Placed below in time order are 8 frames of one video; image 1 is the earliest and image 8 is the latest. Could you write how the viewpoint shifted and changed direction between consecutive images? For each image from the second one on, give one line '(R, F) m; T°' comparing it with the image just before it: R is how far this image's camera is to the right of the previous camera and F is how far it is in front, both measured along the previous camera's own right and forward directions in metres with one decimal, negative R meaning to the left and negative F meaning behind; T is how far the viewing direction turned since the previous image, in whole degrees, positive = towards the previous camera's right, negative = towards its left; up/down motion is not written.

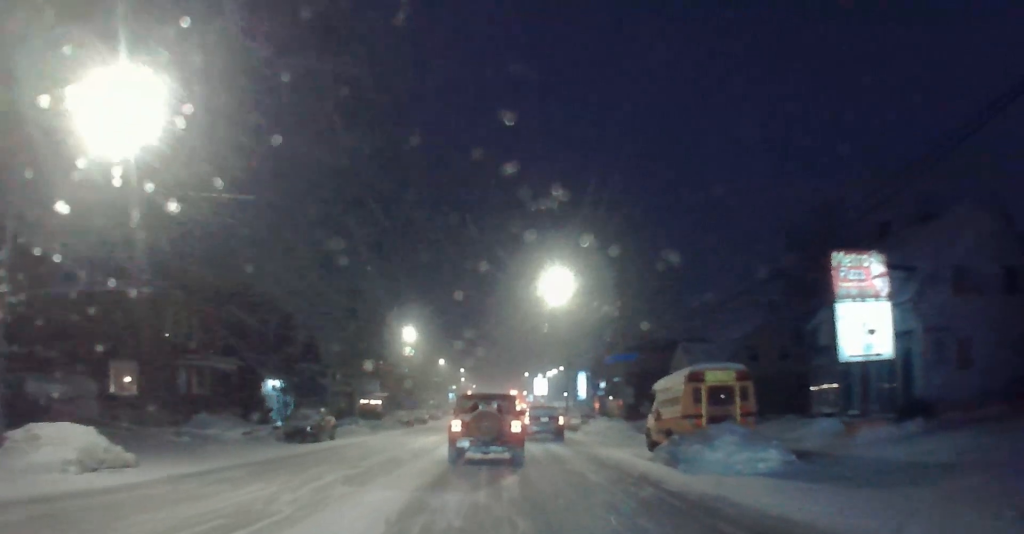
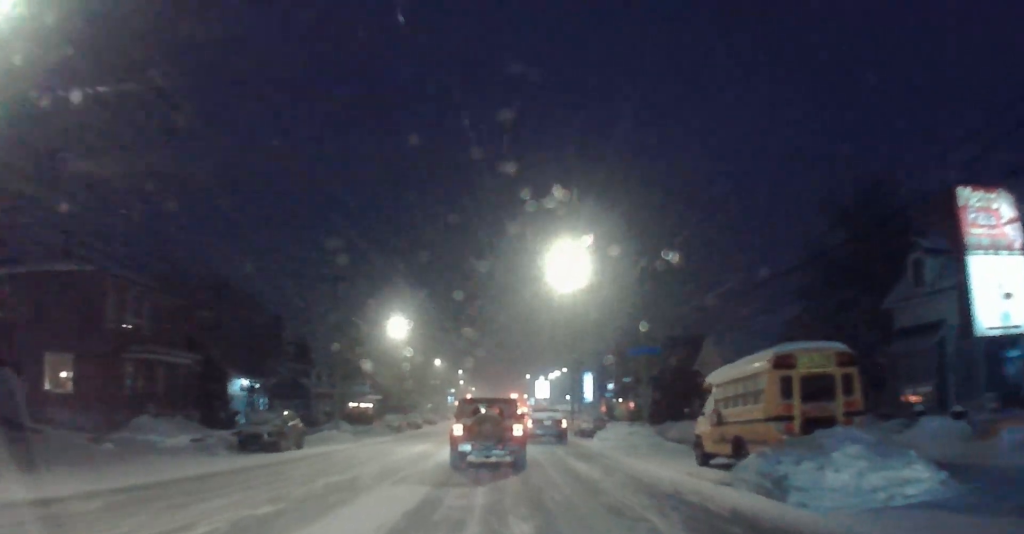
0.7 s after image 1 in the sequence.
(0.0, +6.0) m; 0°
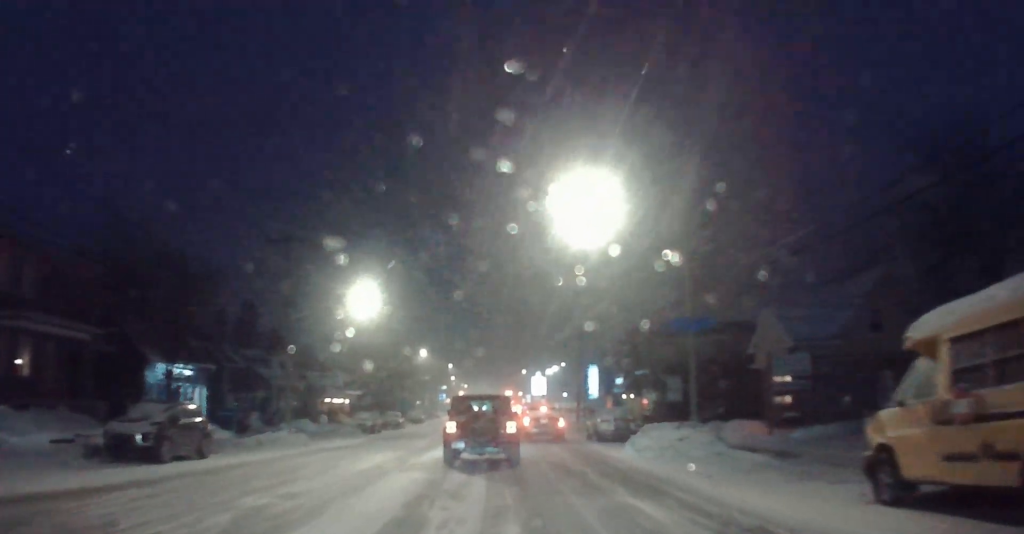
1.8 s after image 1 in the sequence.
(0.0, +9.3) m; -2°
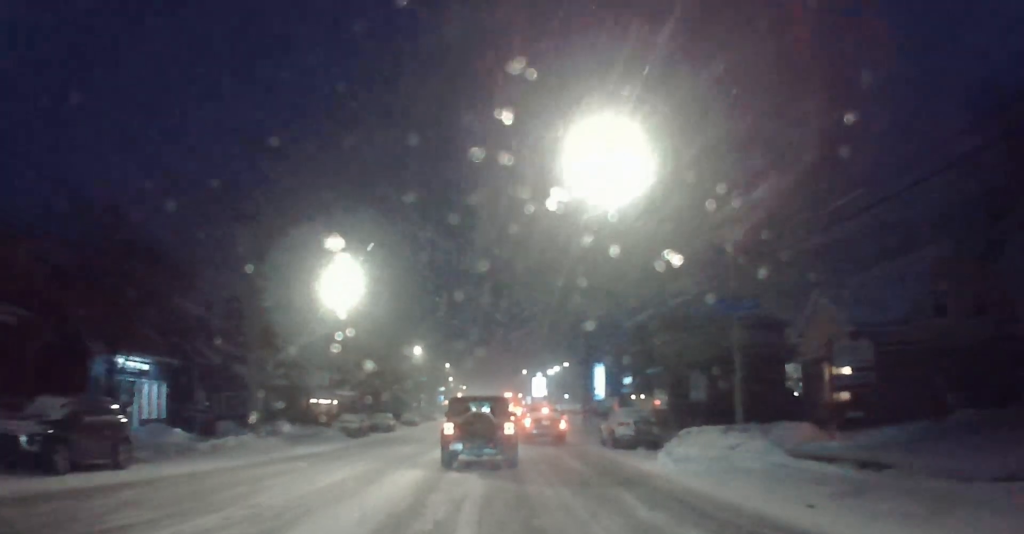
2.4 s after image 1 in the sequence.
(-0.2, +5.0) m; 0°
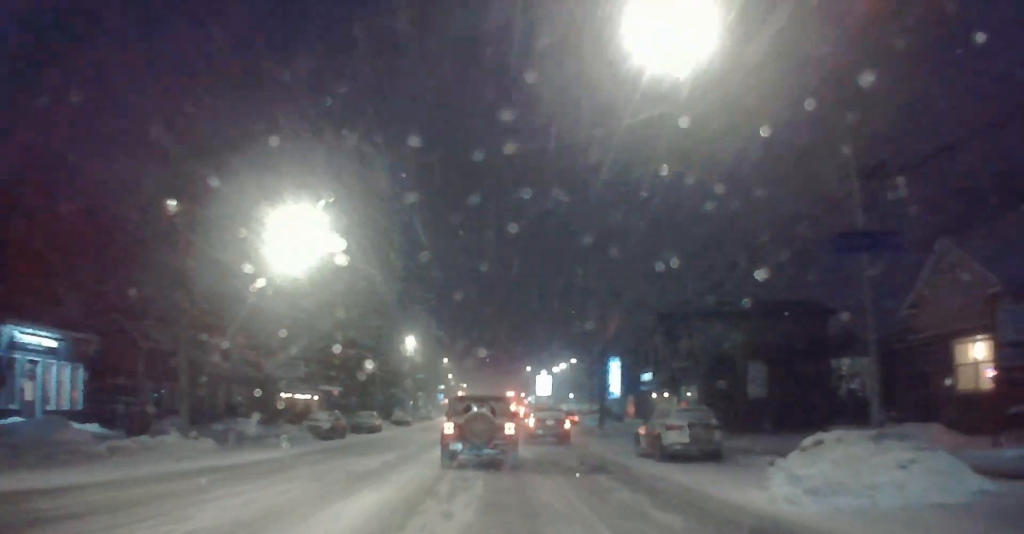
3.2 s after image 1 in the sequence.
(+0.1, +7.3) m; +1°
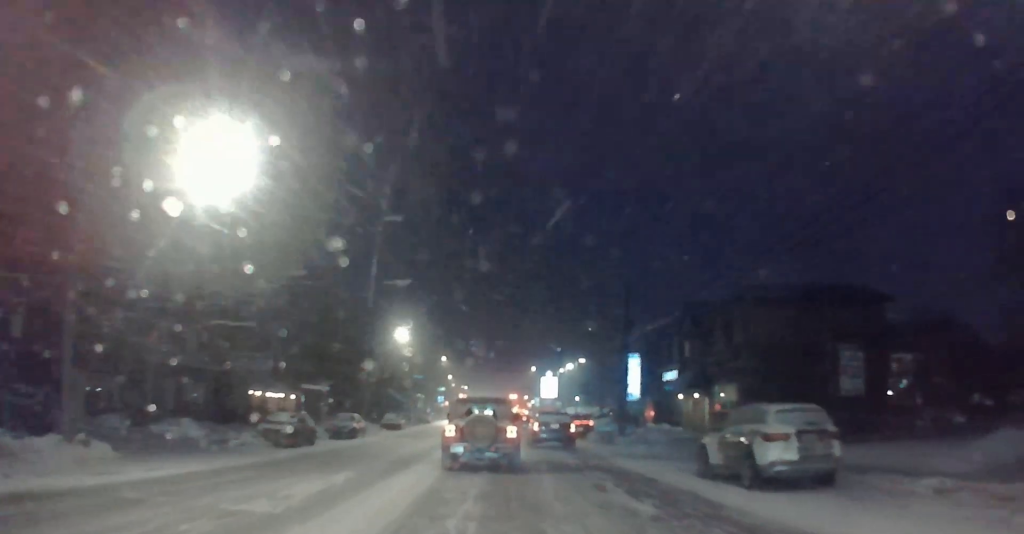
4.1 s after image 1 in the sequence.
(+0.1, +7.1) m; 0°
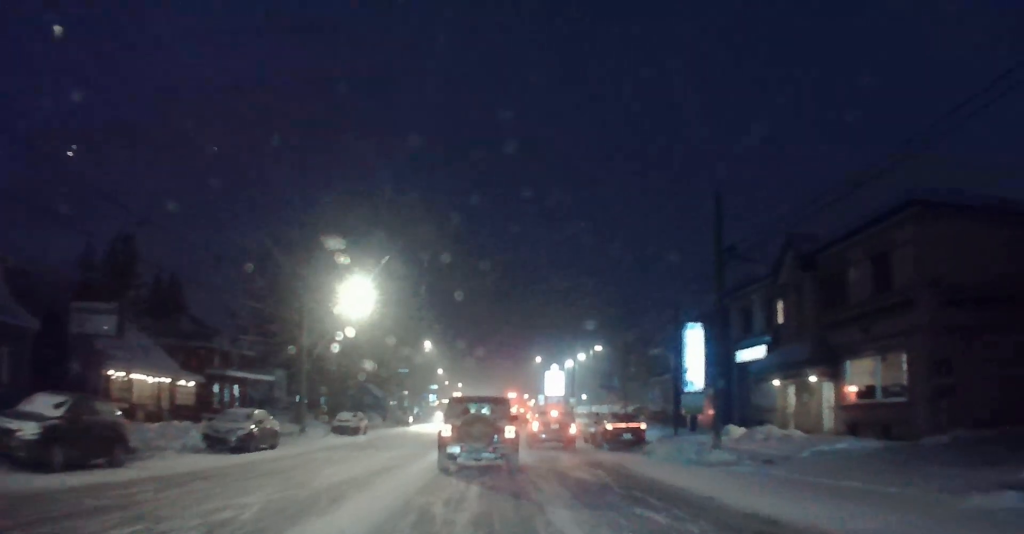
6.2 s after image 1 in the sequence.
(0.0, +16.7) m; -1°
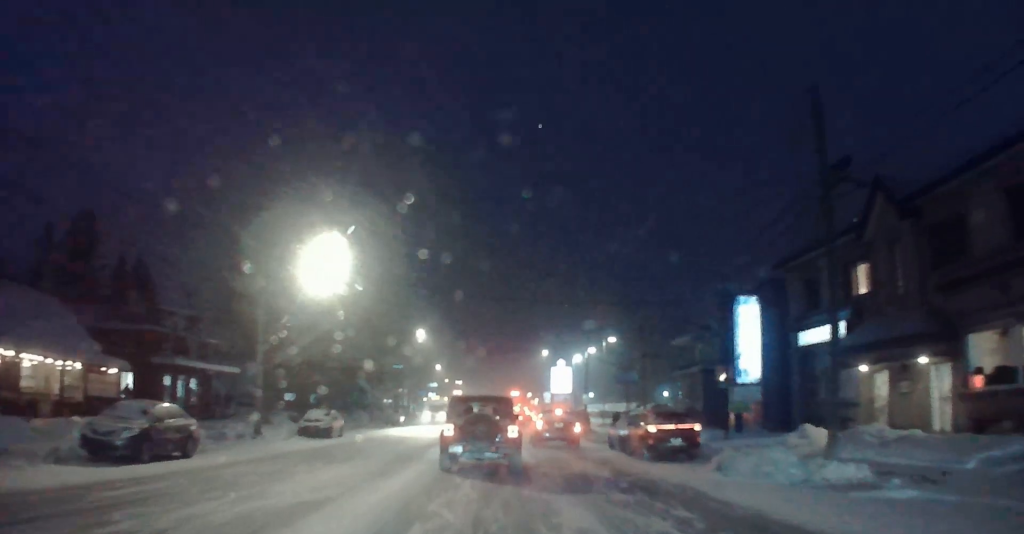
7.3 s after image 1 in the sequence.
(-0.1, +7.8) m; -1°
